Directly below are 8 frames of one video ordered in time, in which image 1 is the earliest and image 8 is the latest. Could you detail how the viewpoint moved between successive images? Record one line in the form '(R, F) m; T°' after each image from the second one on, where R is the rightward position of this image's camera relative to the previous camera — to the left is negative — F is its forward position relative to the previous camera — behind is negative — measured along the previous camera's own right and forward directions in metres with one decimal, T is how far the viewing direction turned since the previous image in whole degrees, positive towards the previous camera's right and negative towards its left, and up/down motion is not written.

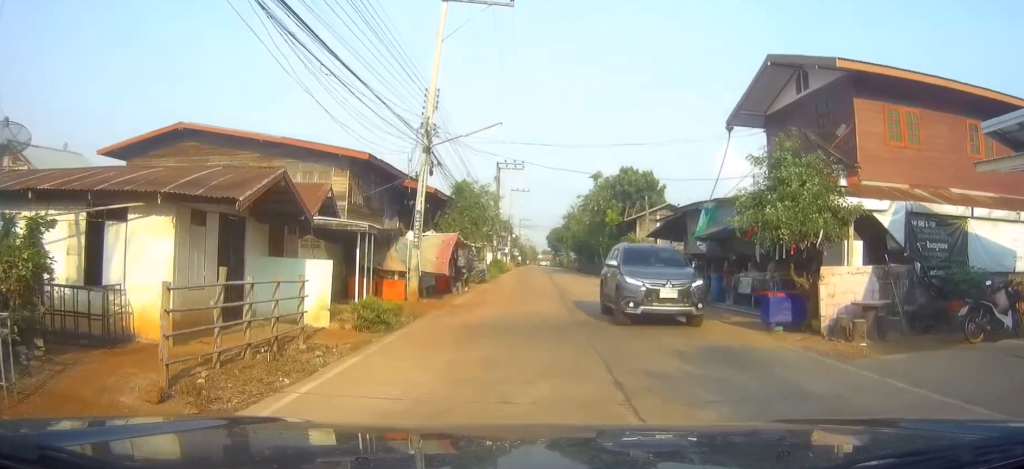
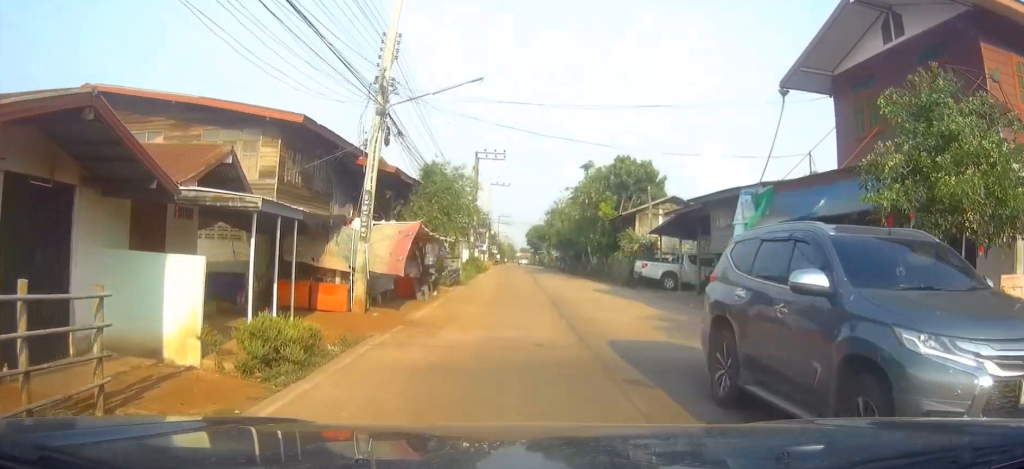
(+0.2, +6.1) m; +1°
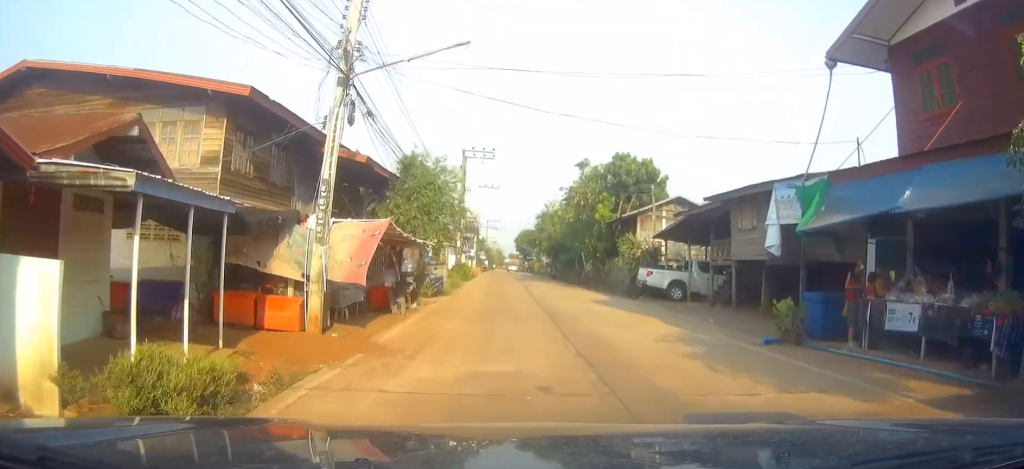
(0.0, +3.1) m; 0°
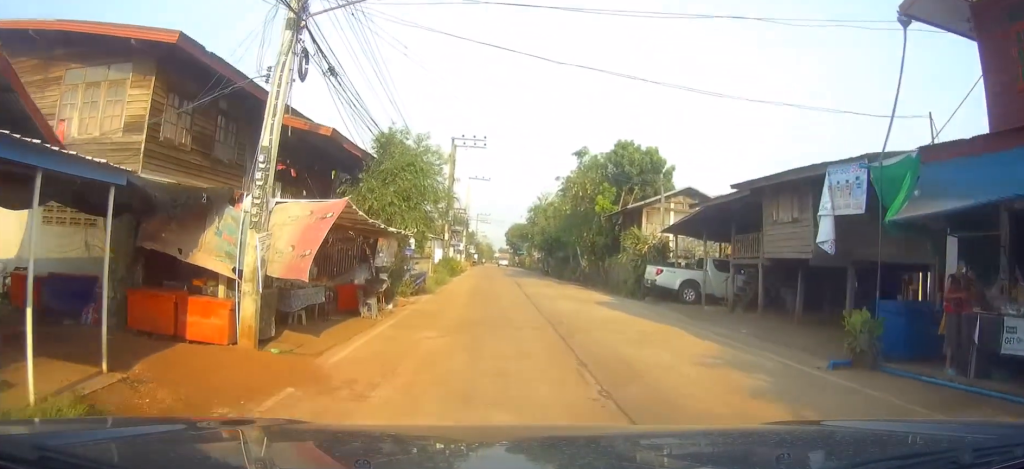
(-0.1, +3.1) m; -1°
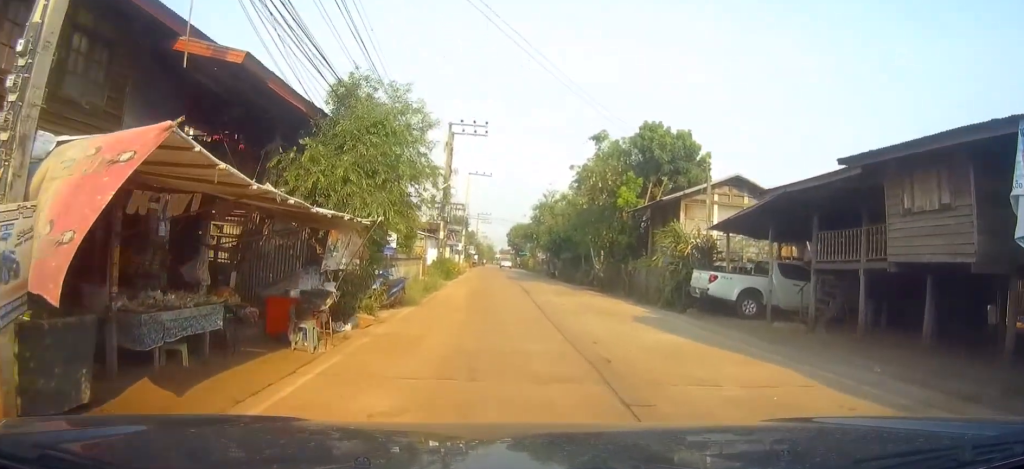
(0.0, +5.8) m; 0°
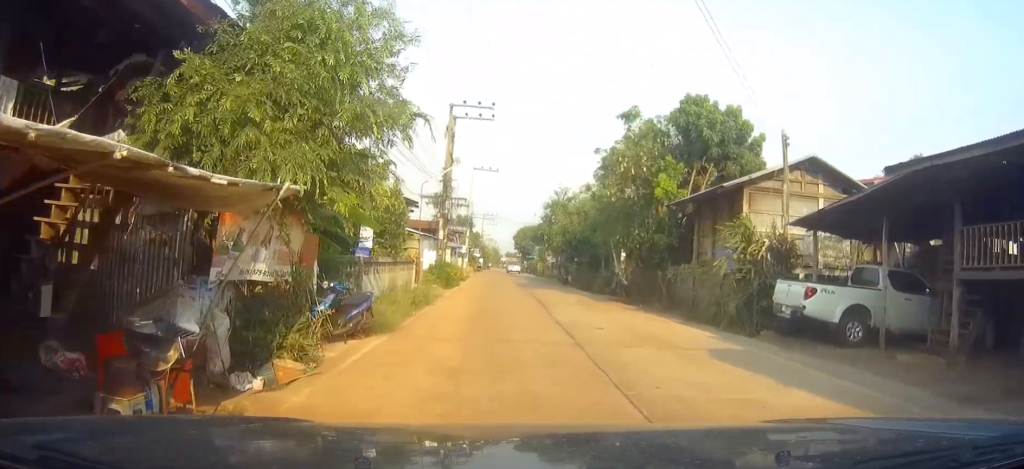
(0.0, +5.2) m; 0°
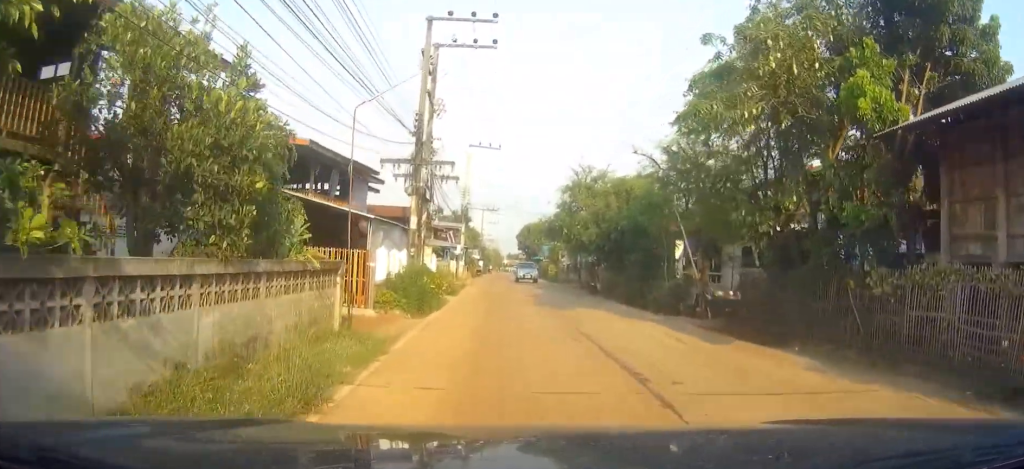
(-0.3, +13.2) m; -3°
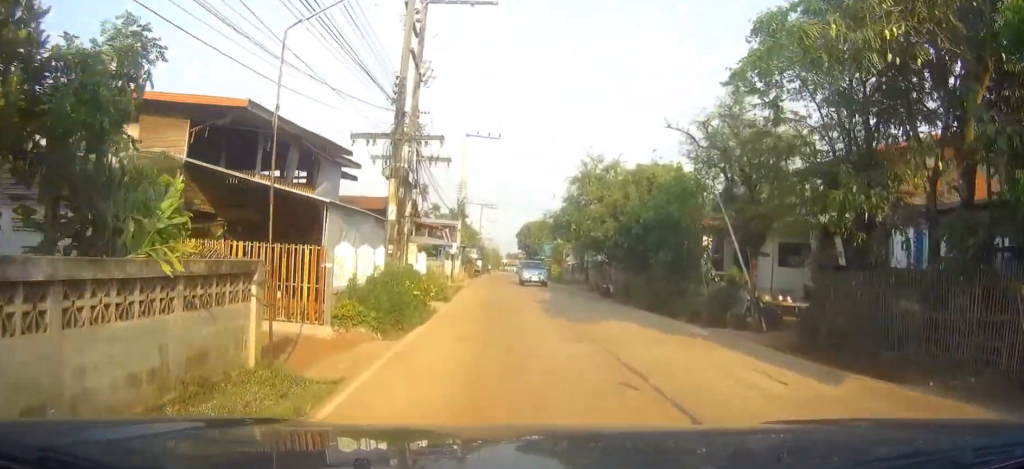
(0.0, +4.6) m; 0°
